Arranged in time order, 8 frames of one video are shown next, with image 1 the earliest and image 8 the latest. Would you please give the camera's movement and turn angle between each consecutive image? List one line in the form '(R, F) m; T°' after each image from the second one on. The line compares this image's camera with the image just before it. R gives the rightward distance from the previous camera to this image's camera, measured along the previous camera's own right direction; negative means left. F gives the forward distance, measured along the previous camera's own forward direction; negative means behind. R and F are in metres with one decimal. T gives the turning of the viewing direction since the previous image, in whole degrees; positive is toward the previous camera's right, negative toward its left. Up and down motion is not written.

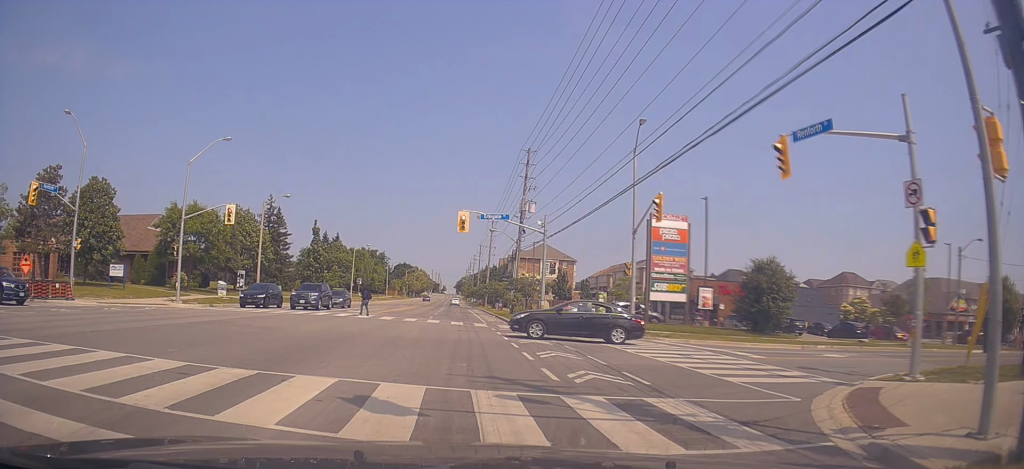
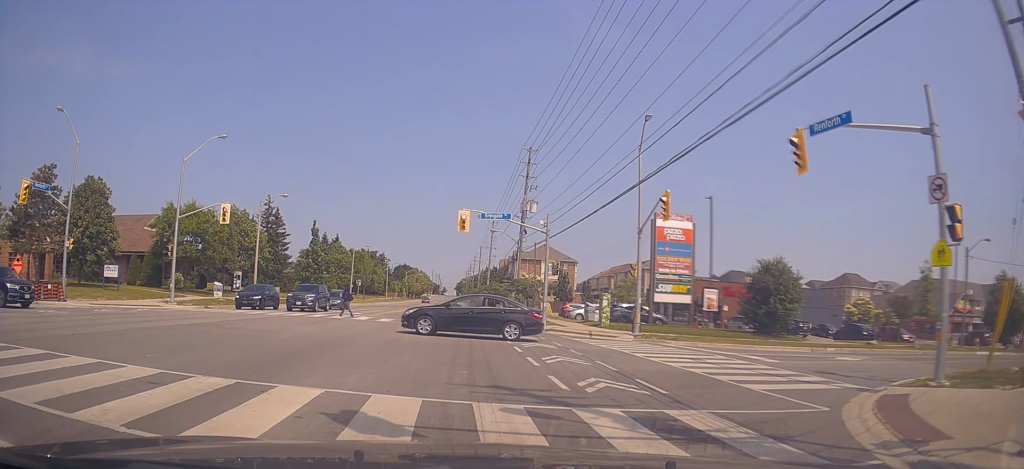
(+0.2, +1.5) m; 0°
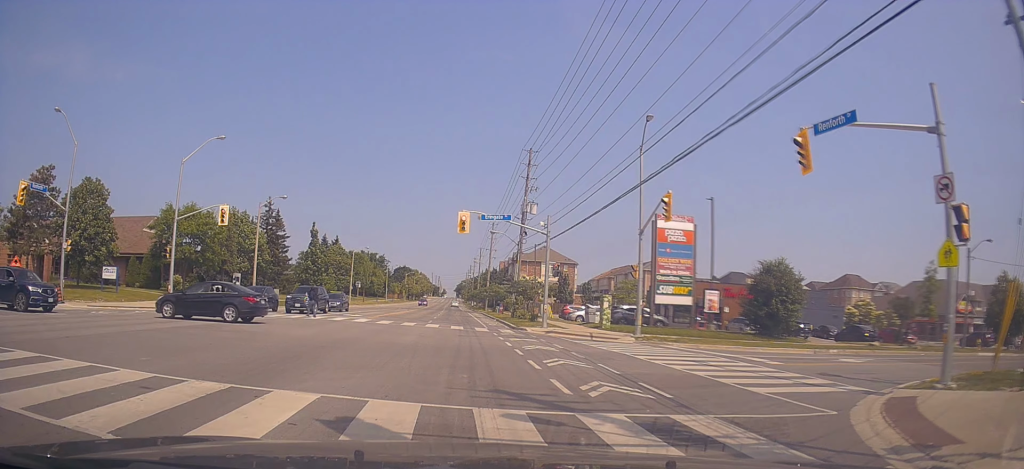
(-0.1, +1.0) m; 0°
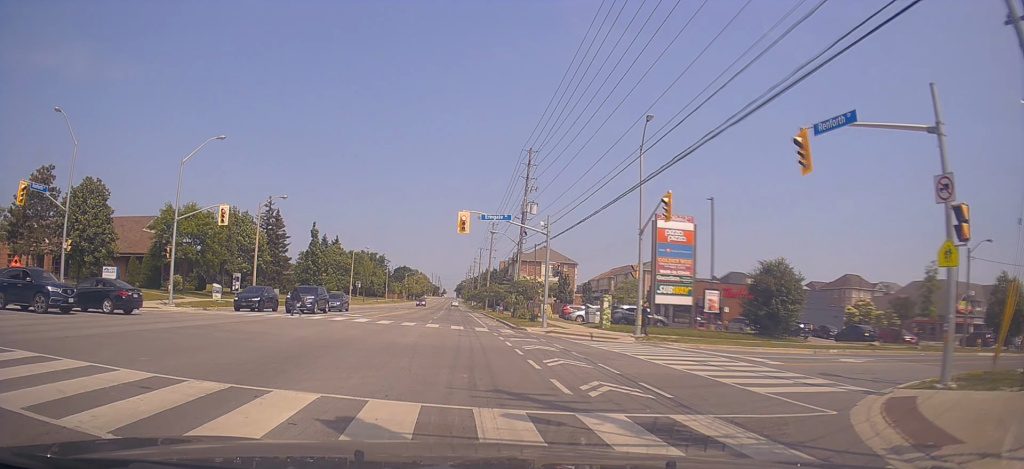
(0.0, 0.0) m; 0°
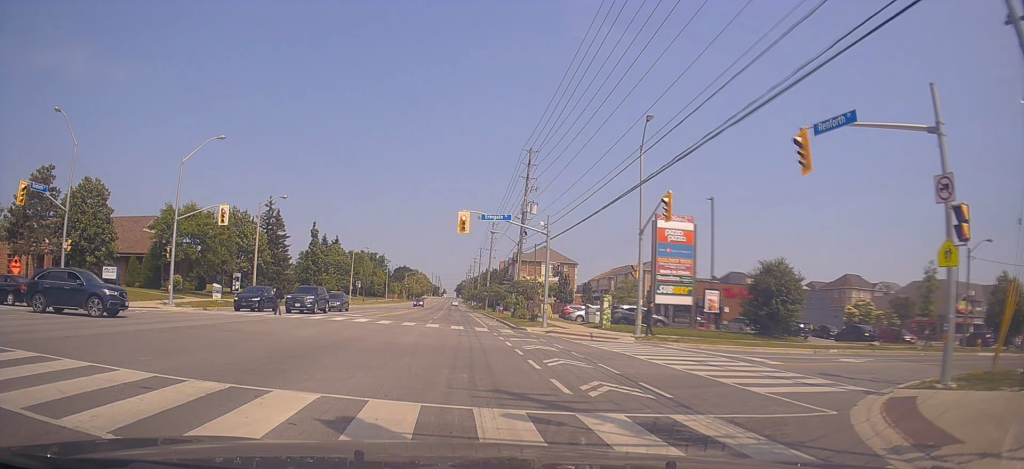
(0.0, 0.0) m; 0°
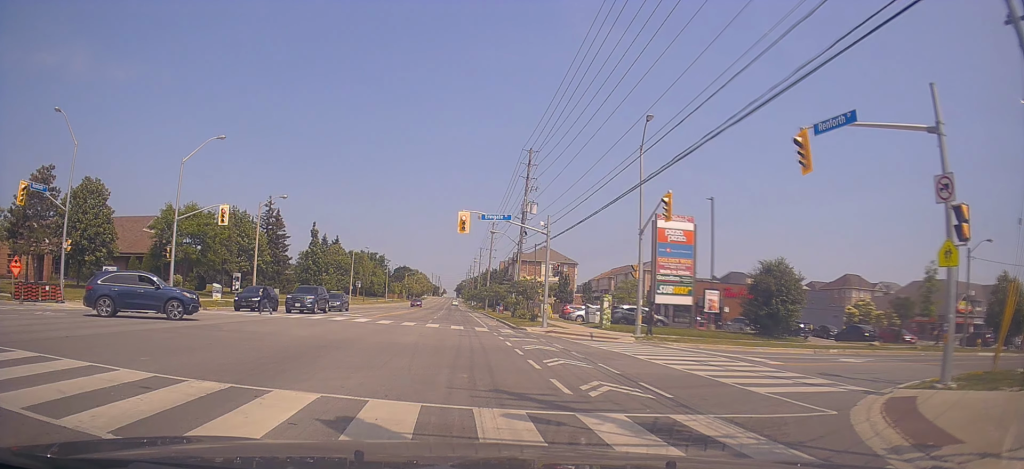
(0.0, 0.0) m; 0°
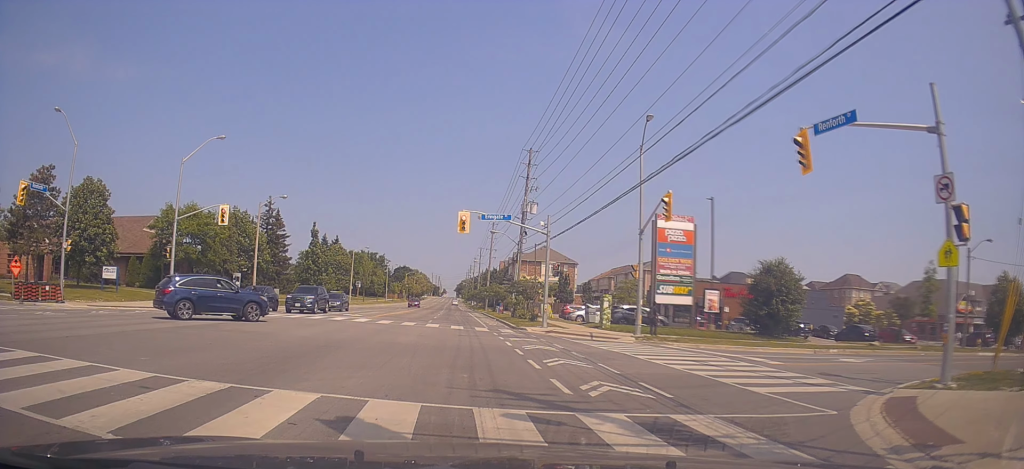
(0.0, 0.0) m; 0°
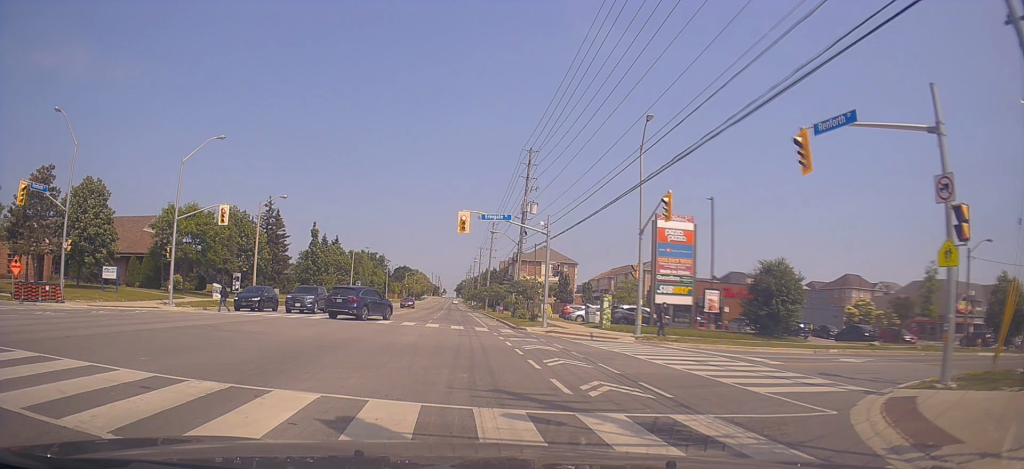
(0.0, 0.0) m; 0°
